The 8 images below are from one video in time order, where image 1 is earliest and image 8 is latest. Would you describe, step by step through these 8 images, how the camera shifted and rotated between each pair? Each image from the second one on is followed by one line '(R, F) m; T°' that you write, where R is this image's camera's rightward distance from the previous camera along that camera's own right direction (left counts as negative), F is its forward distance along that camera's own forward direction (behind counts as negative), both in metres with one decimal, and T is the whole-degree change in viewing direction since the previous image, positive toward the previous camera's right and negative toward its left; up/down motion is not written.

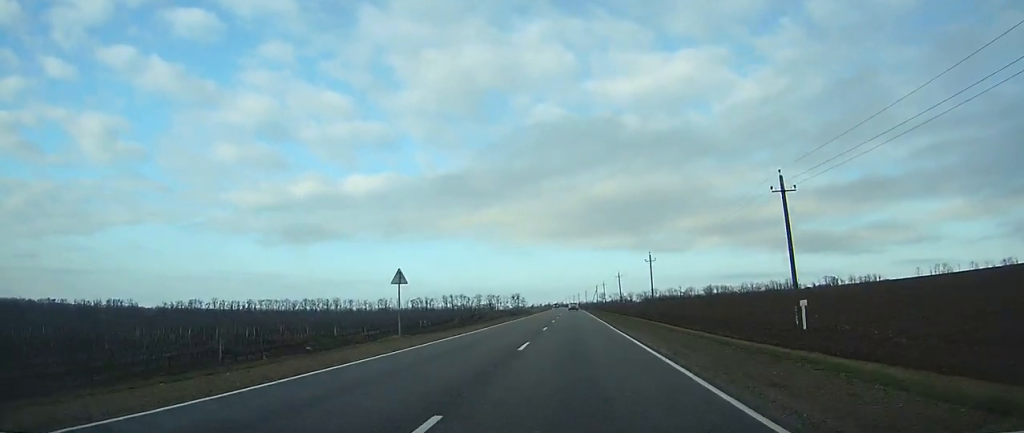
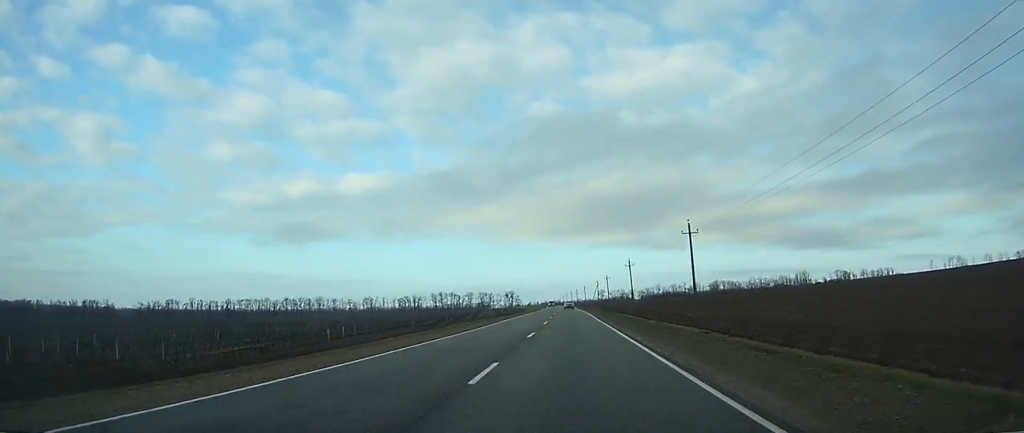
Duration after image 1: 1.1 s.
(+0.1, +30.6) m; 0°
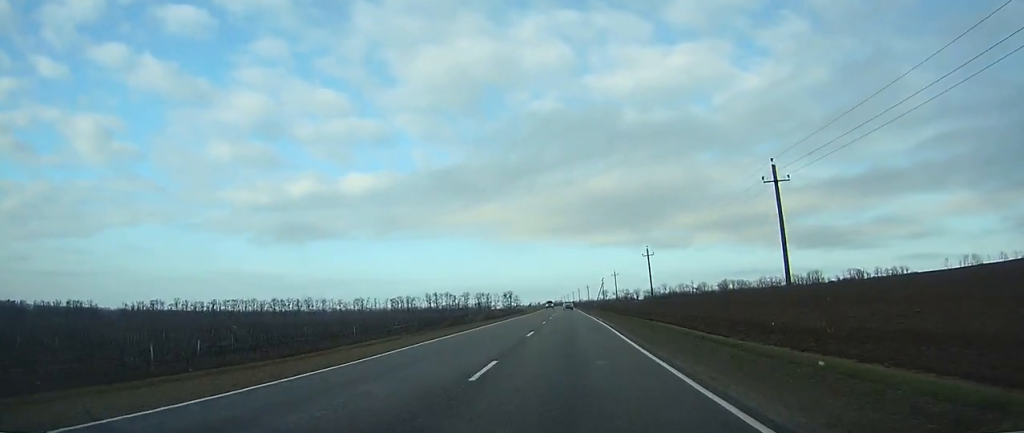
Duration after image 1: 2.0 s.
(0.0, +23.4) m; 0°
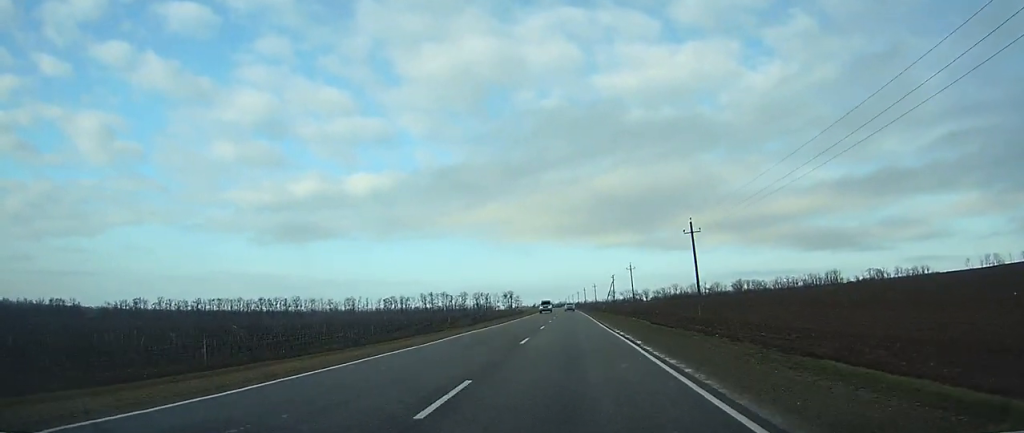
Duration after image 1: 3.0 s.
(-0.2, +27.1) m; 0°
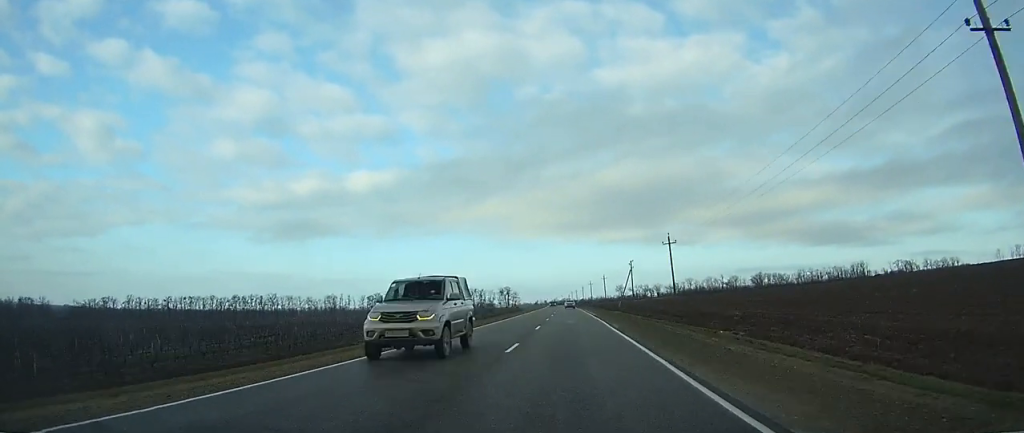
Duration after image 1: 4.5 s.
(-0.2, +39.8) m; 0°
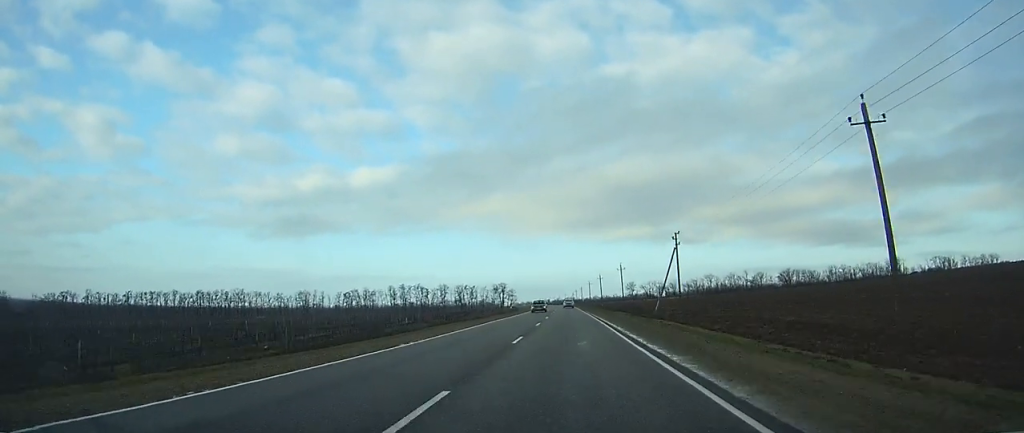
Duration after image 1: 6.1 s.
(-0.1, +45.4) m; 0°
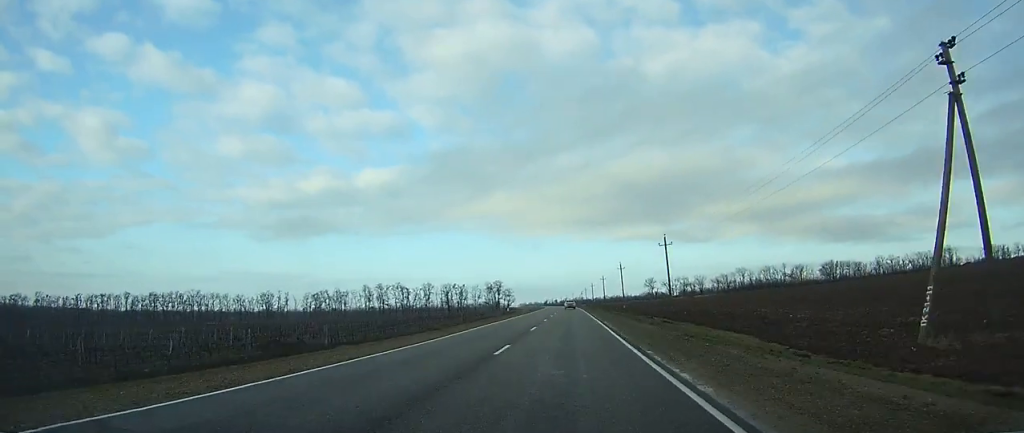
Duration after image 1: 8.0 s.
(-0.2, +51.0) m; -1°
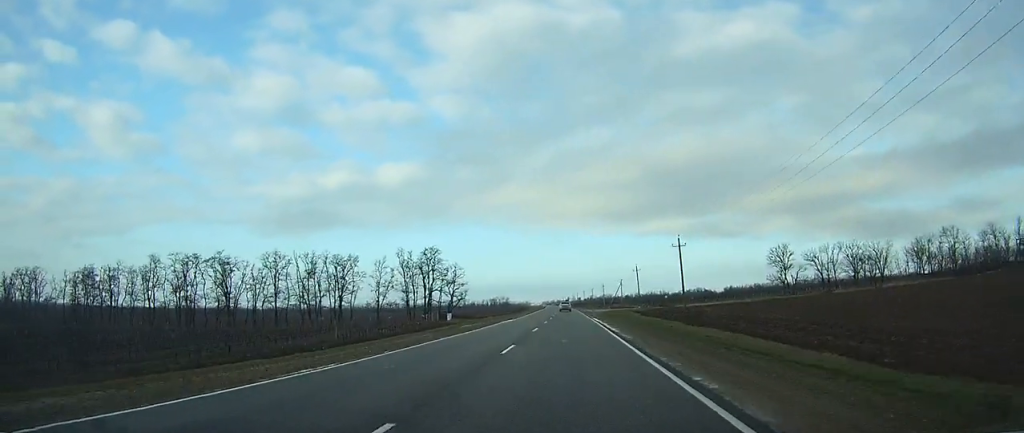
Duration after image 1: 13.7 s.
(-3.4, +155.3) m; -3°
